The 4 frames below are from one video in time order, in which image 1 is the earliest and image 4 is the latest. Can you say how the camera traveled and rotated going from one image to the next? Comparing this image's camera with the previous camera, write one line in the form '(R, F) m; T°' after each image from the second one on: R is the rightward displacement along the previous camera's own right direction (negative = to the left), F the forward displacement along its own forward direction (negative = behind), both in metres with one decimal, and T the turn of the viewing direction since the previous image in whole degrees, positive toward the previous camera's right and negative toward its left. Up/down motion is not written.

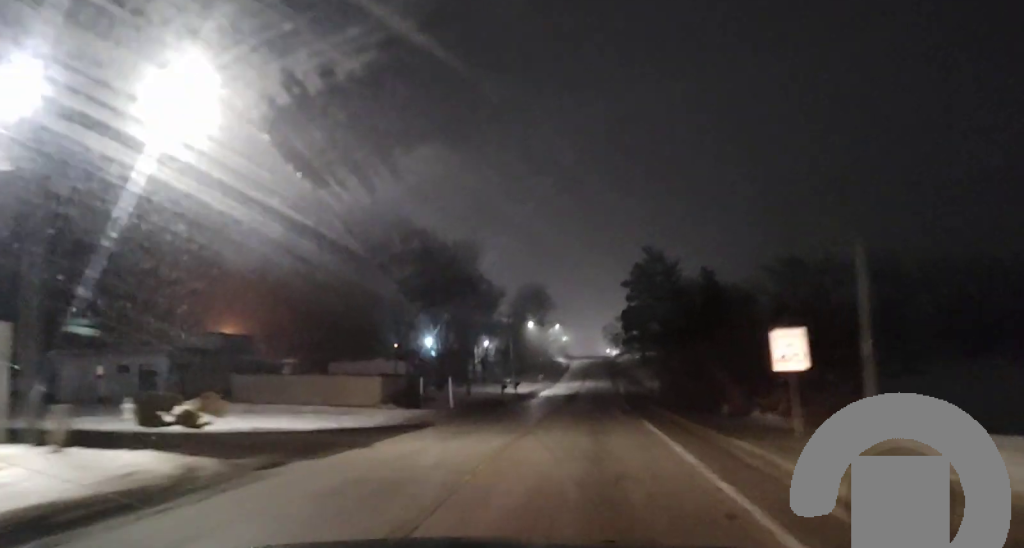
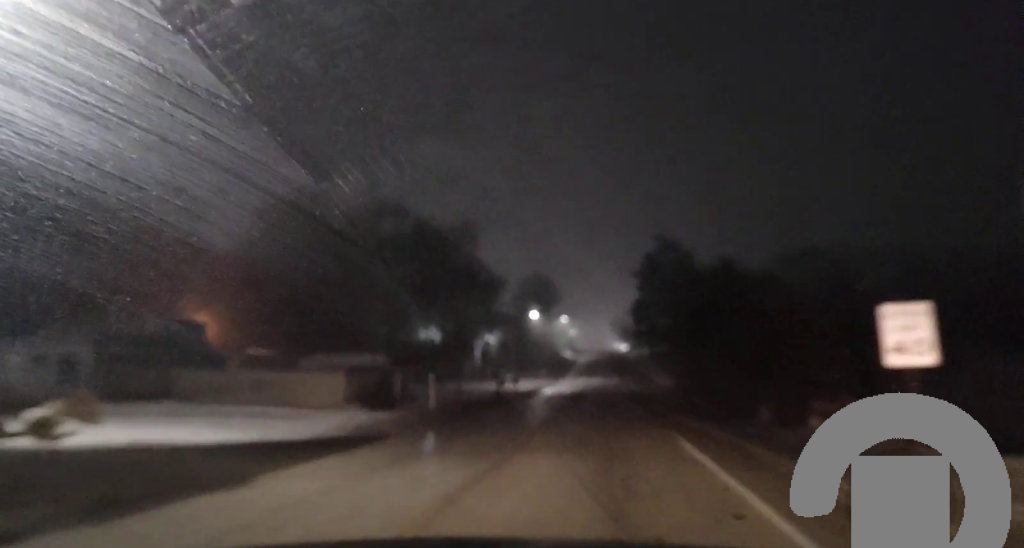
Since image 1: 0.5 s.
(0.0, +7.9) m; 0°
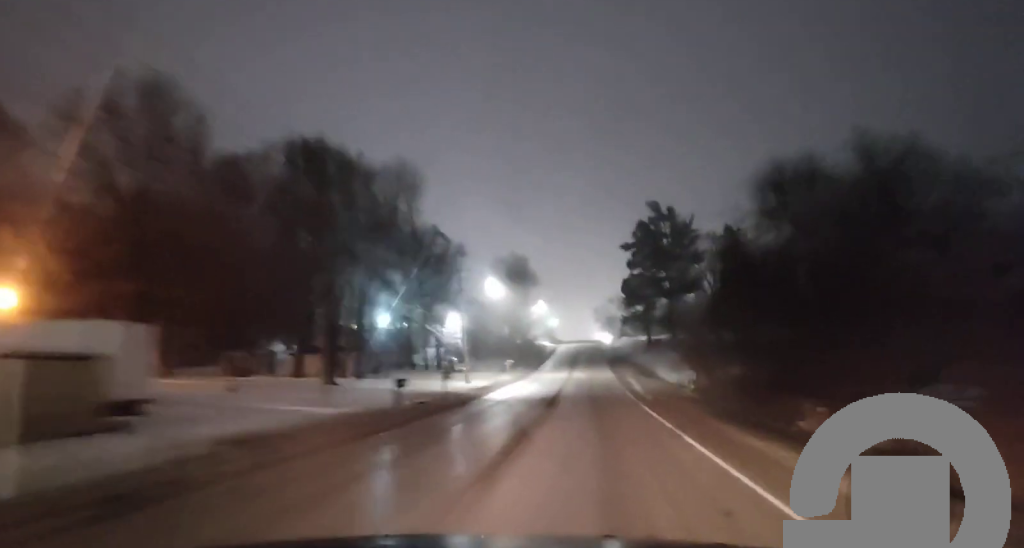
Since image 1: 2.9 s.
(+0.4, +34.4) m; 0°
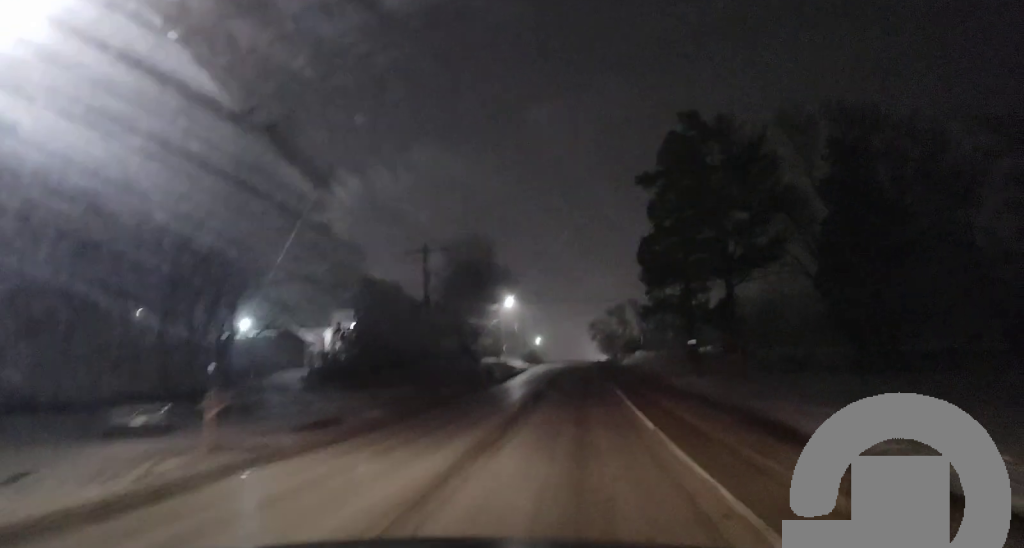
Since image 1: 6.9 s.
(-0.1, +60.9) m; -1°
